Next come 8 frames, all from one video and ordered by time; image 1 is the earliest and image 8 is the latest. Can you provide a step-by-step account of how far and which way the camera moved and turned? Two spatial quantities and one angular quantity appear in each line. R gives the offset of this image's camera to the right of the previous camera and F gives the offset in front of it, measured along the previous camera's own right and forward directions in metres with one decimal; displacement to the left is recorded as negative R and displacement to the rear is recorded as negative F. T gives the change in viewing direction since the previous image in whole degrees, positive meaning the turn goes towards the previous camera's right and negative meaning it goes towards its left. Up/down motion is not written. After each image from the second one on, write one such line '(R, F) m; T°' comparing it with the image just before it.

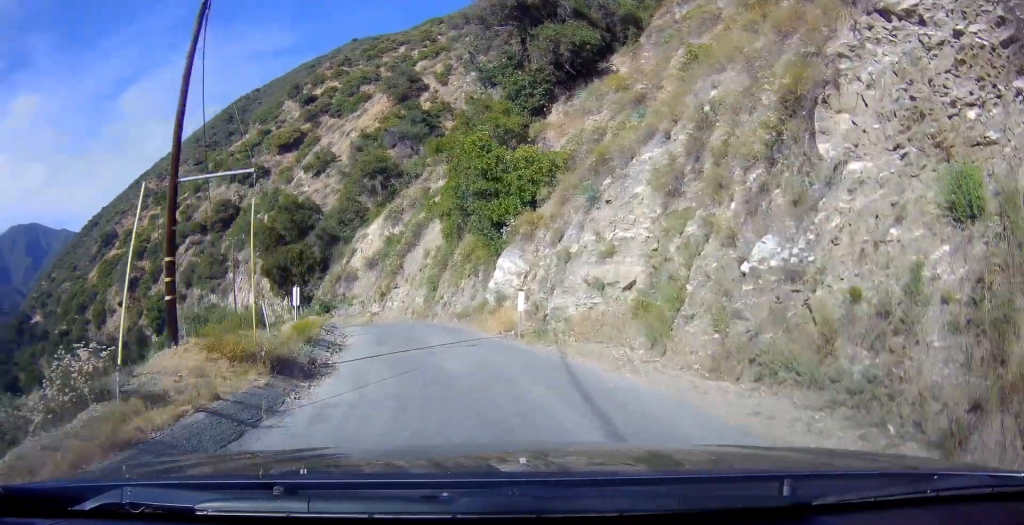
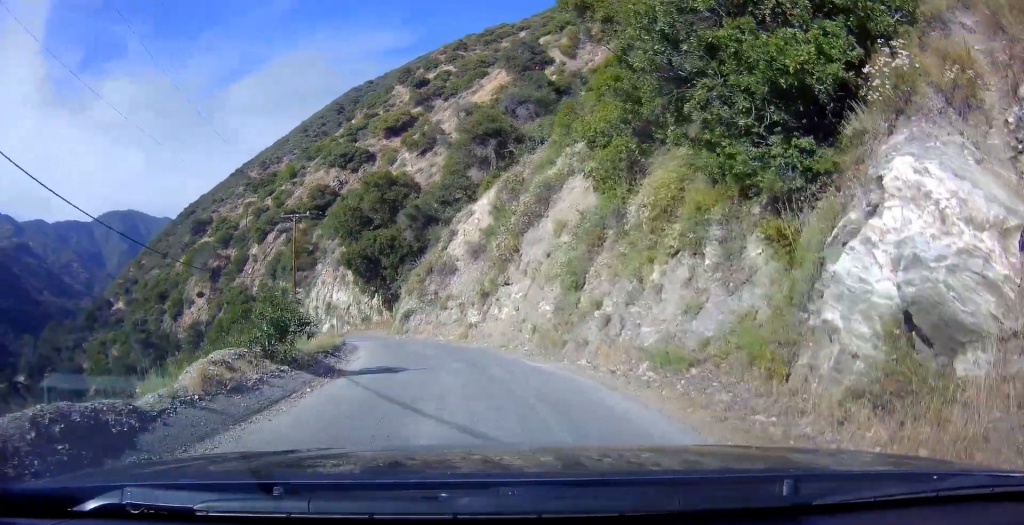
(-0.5, +19.2) m; -3°
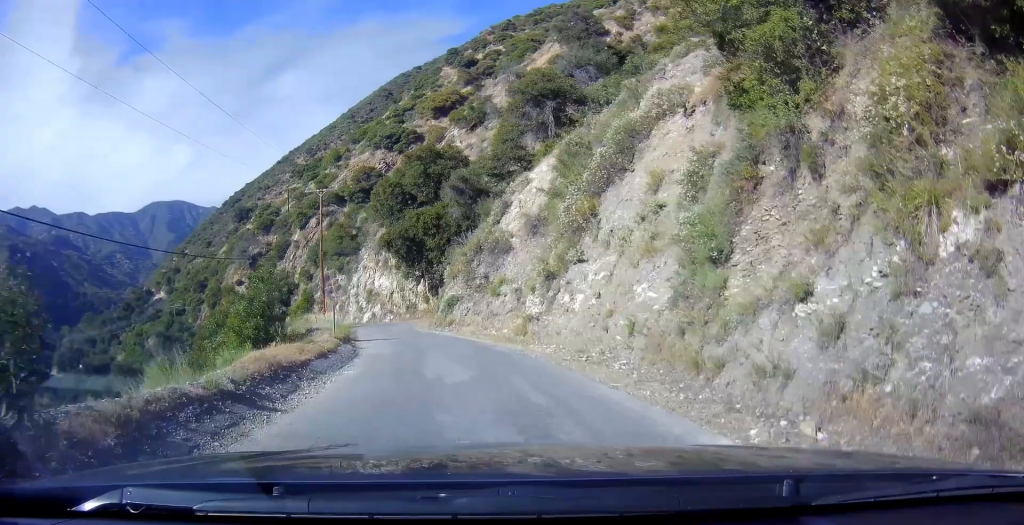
(+0.5, +8.6) m; -5°
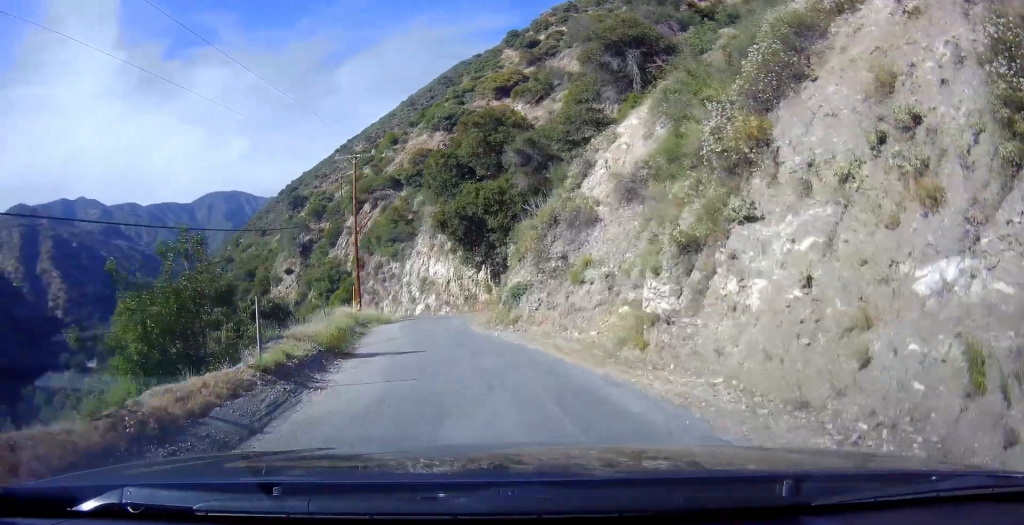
(-1.5, +10.1) m; -9°
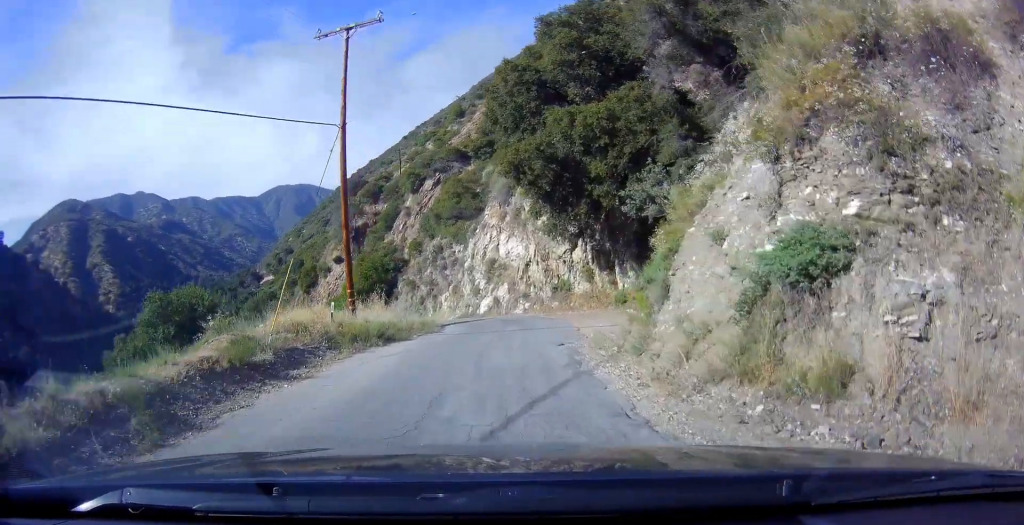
(-1.4, +21.1) m; -7°
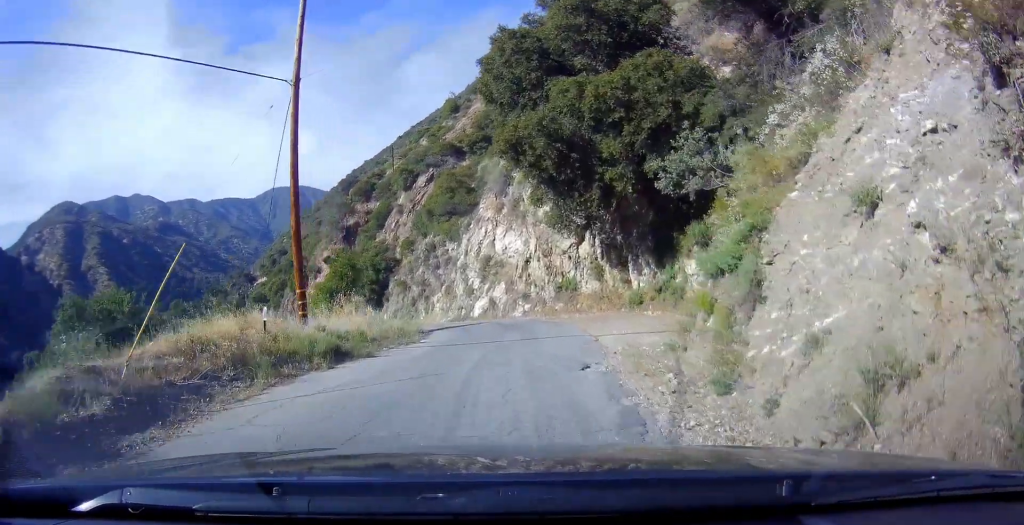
(0.0, +5.1) m; +1°
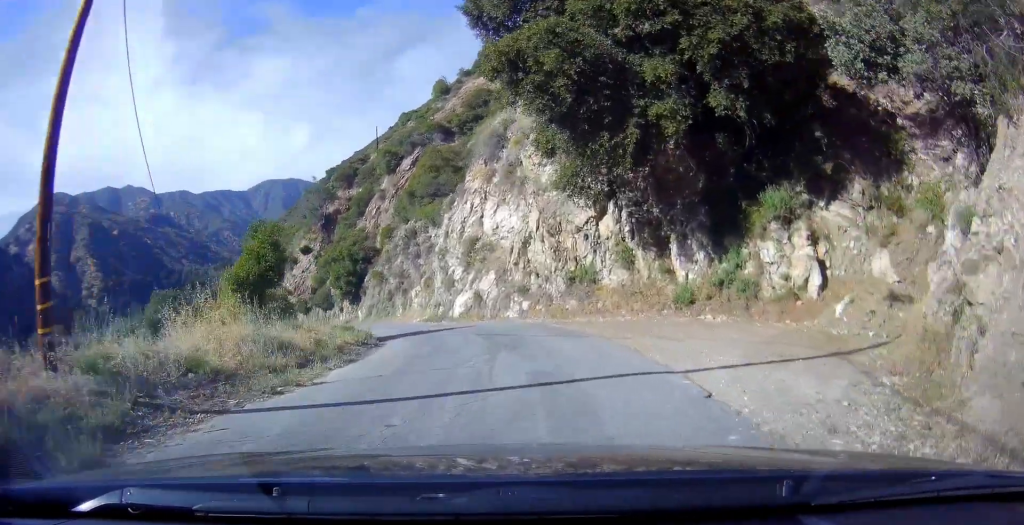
(+0.1, +10.8) m; 0°
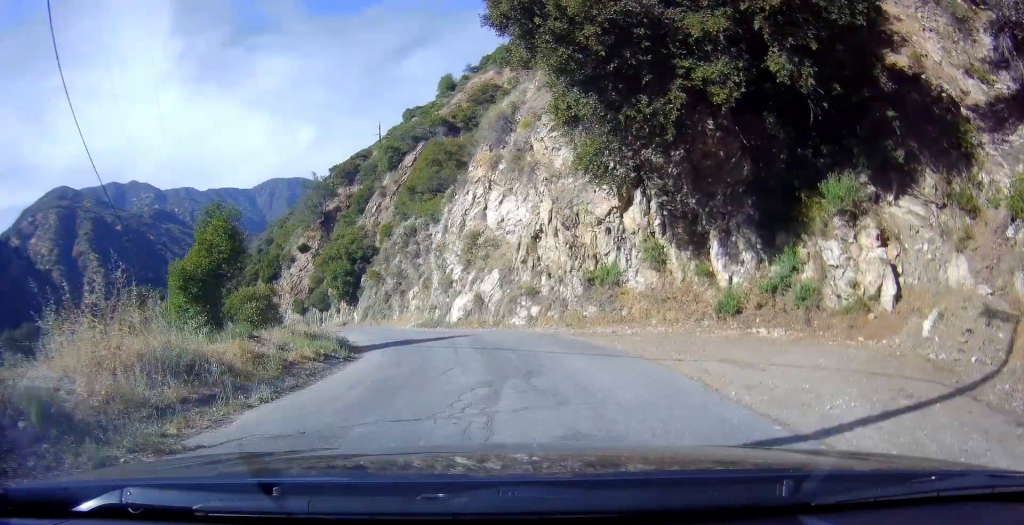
(+0.2, +4.8) m; -1°
